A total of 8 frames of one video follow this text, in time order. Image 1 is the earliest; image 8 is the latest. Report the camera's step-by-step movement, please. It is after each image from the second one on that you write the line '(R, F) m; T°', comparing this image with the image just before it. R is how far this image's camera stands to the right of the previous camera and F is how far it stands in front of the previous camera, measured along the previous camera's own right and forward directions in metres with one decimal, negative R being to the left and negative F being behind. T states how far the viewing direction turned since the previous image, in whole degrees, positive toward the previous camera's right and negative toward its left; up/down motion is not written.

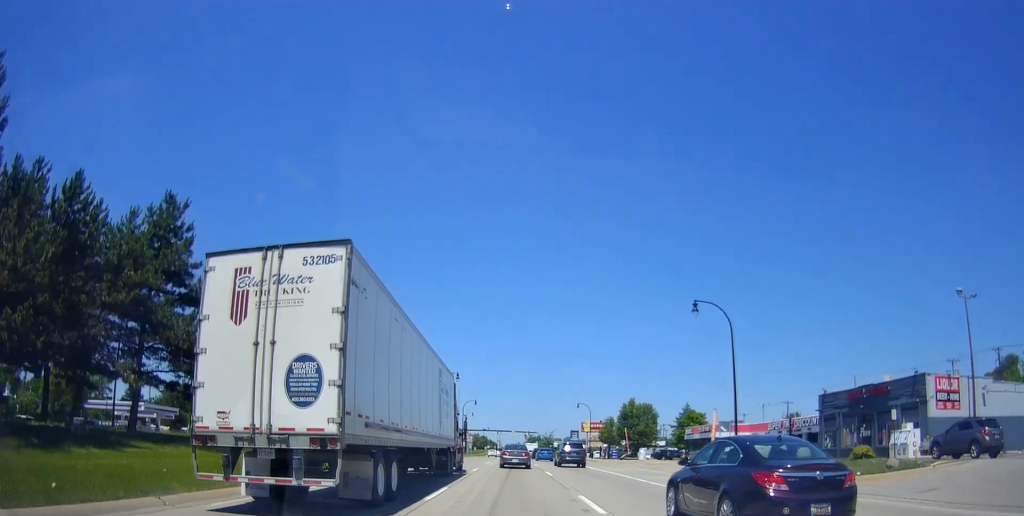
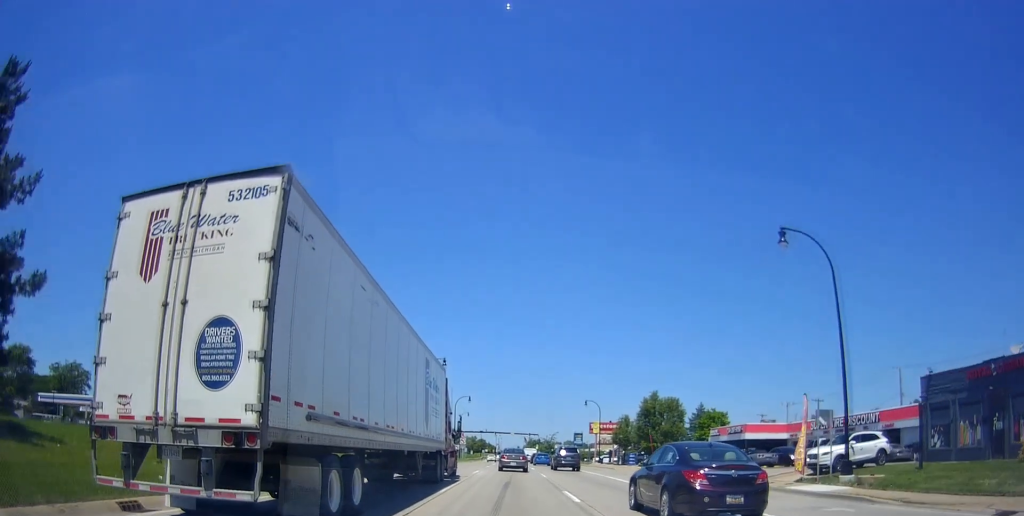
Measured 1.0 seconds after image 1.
(-0.1, +11.5) m; +1°
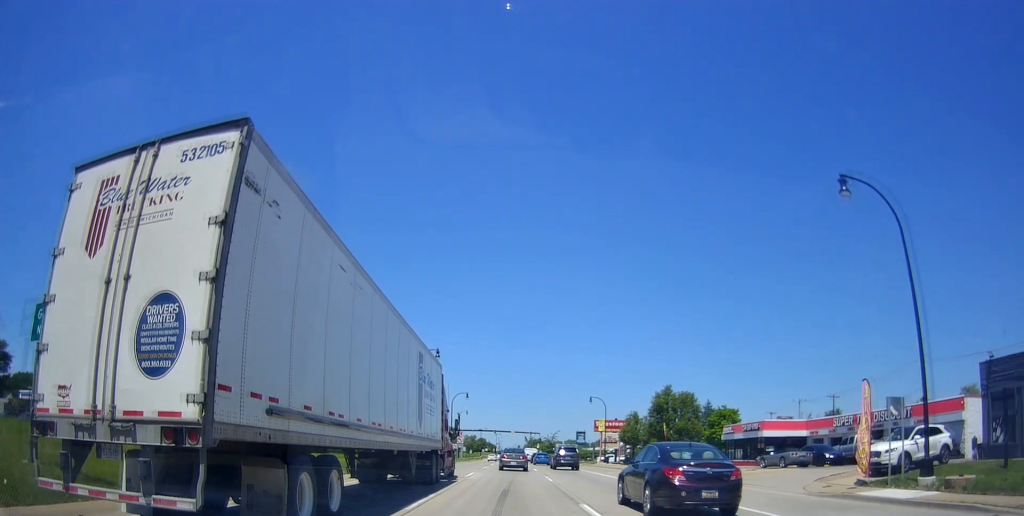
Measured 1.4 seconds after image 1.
(+0.2, +4.8) m; +1°
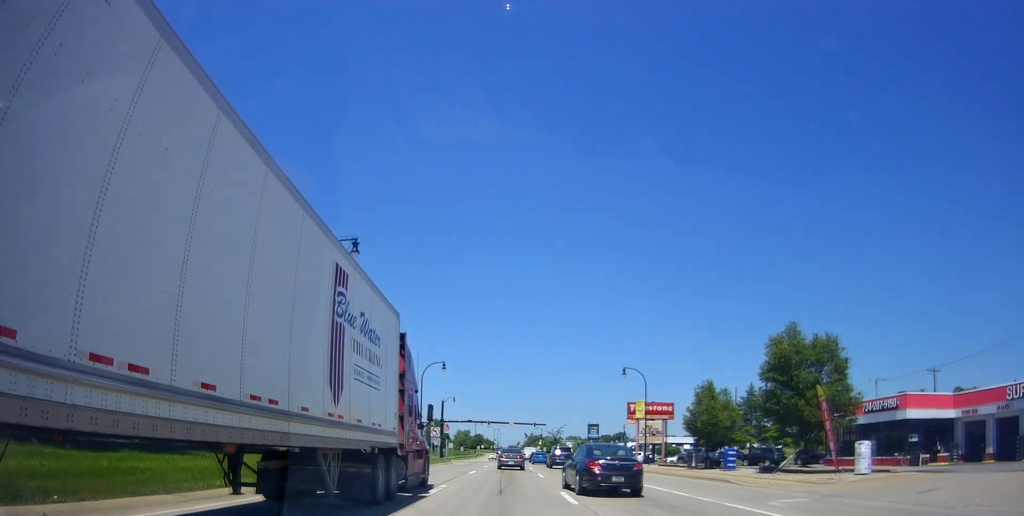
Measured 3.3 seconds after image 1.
(-0.2, +24.6) m; -1°
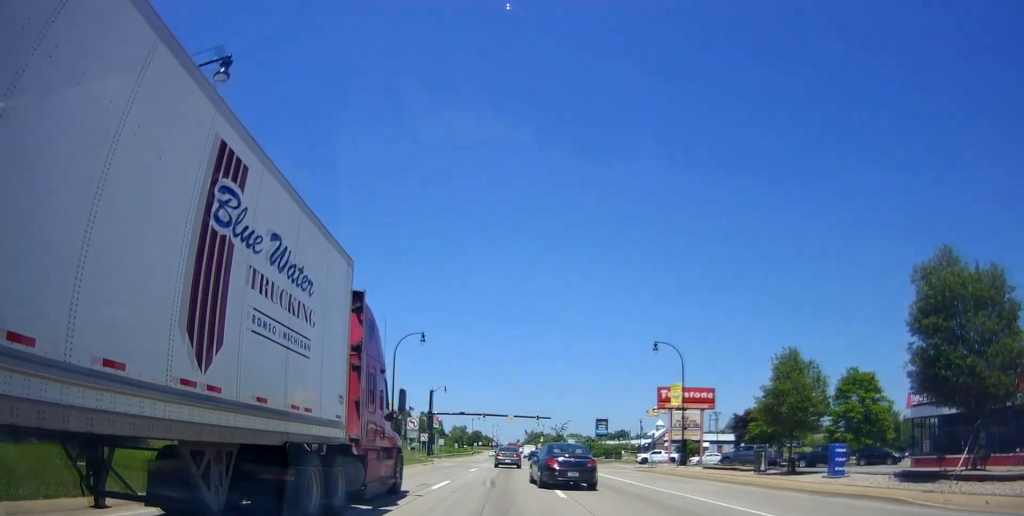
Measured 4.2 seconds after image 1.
(0.0, +12.6) m; 0°
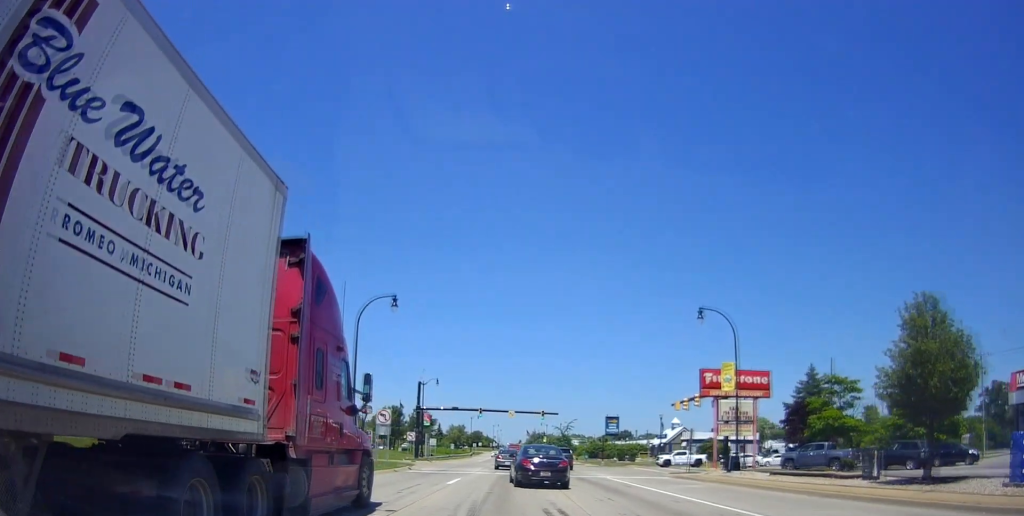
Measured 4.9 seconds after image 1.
(0.0, +10.7) m; 0°
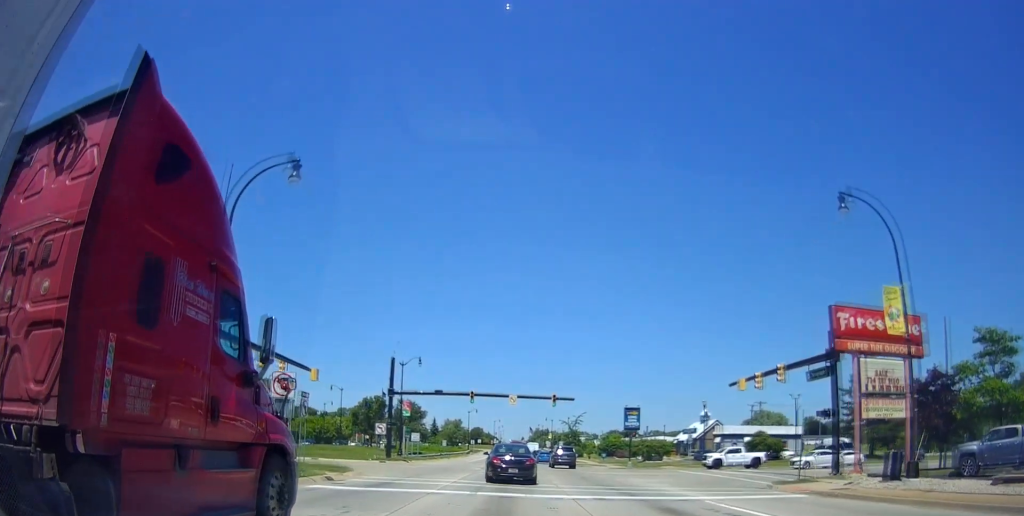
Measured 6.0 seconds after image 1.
(+0.1, +16.2) m; 0°
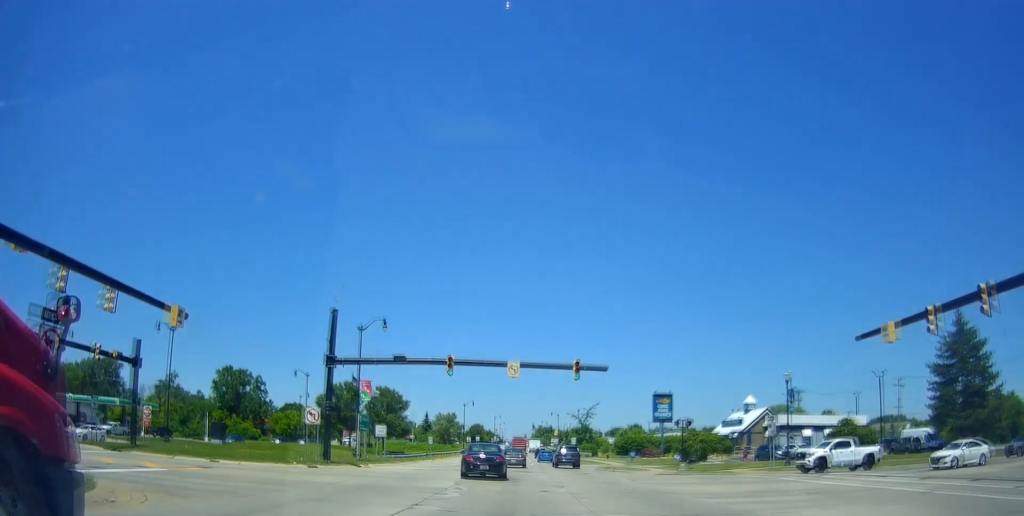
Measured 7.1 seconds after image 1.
(-0.3, +17.7) m; -1°
